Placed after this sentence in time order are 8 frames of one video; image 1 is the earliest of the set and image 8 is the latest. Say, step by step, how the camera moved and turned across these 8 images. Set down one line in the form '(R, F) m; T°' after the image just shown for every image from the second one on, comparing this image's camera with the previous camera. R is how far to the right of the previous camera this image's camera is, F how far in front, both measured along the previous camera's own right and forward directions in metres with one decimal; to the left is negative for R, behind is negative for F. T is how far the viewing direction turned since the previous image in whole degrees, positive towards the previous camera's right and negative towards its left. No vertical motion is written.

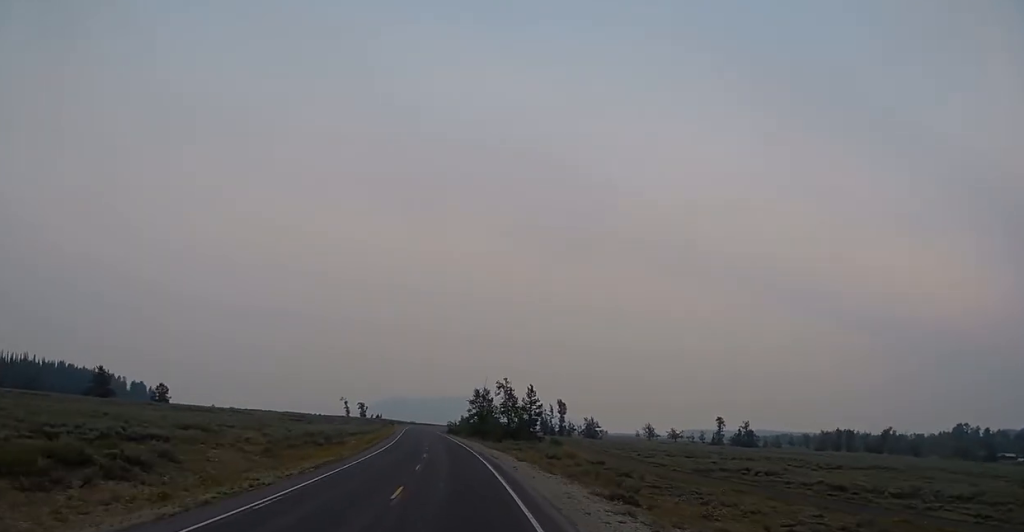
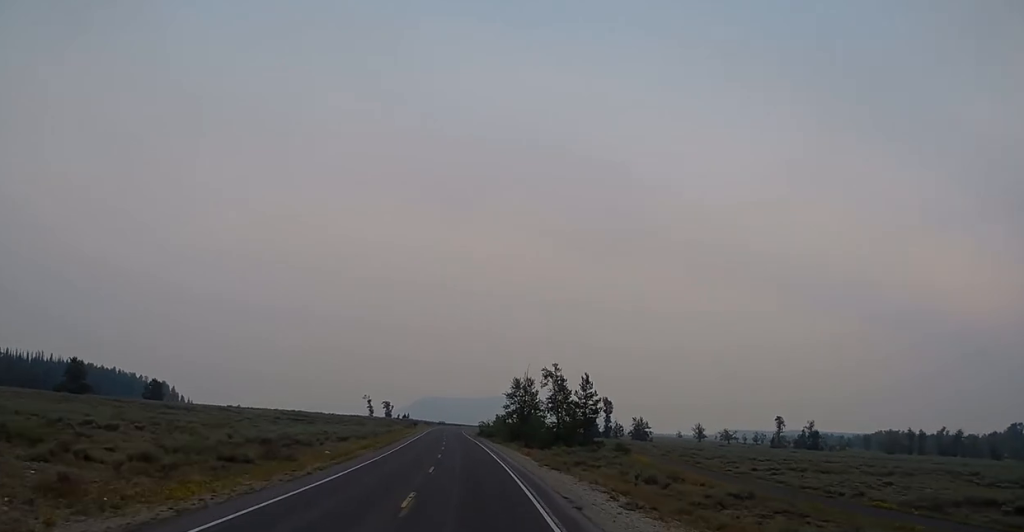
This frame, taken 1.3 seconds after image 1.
(-1.0, +26.5) m; -3°
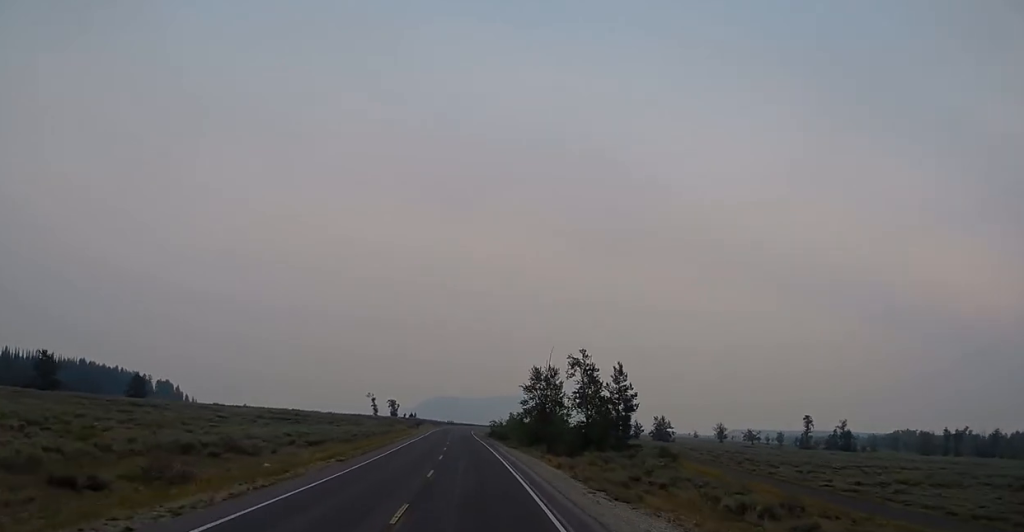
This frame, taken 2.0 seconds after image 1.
(-0.2, +16.1) m; -1°
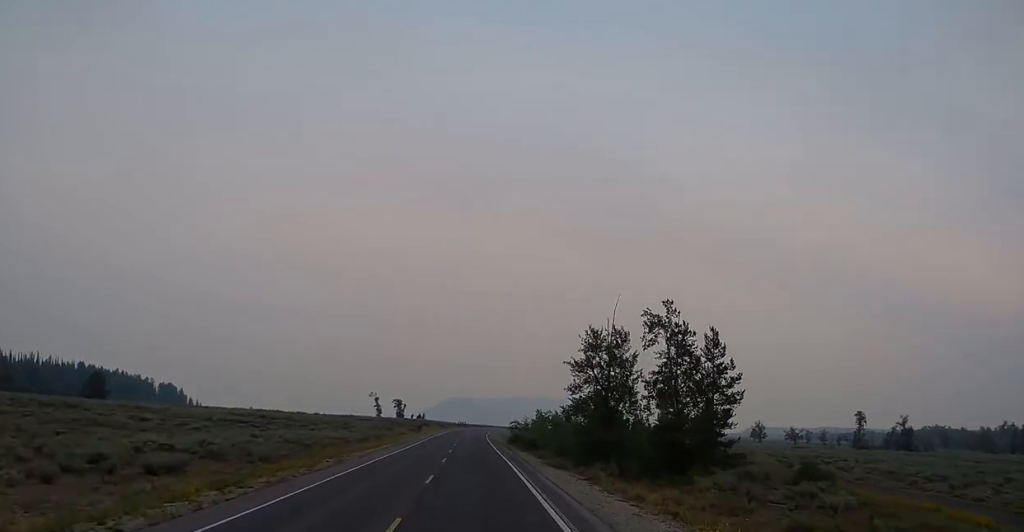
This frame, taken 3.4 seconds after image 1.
(0.0, +26.9) m; 0°
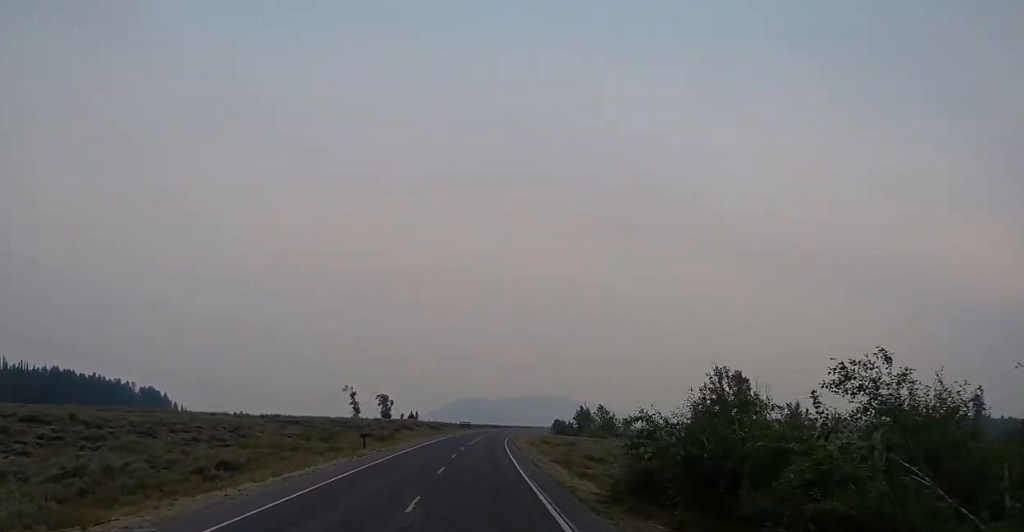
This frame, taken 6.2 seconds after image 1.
(-0.6, +55.7) m; -1°
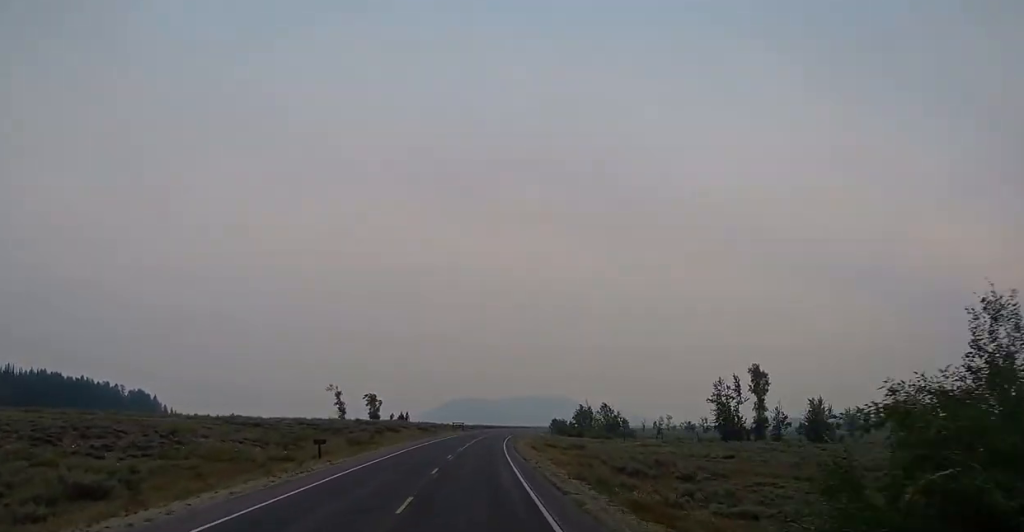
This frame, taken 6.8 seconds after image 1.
(0.0, +13.0) m; 0°
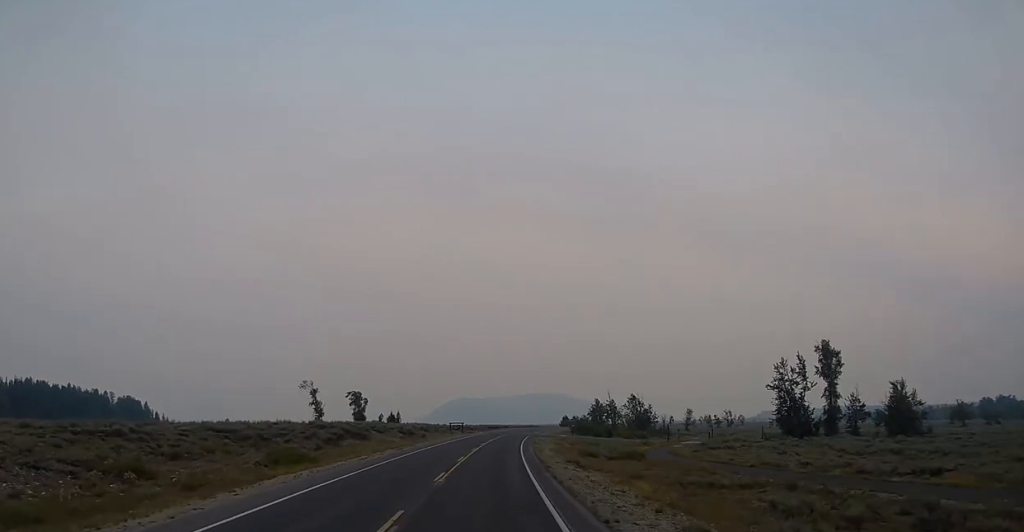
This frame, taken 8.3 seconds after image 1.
(-0.1, +27.5) m; 0°
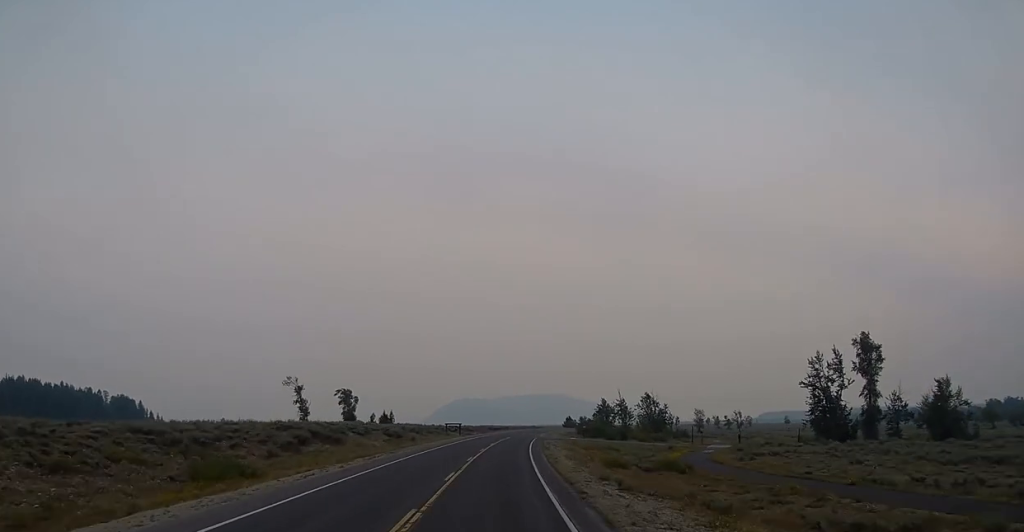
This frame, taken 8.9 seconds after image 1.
(0.0, +11.6) m; 0°
